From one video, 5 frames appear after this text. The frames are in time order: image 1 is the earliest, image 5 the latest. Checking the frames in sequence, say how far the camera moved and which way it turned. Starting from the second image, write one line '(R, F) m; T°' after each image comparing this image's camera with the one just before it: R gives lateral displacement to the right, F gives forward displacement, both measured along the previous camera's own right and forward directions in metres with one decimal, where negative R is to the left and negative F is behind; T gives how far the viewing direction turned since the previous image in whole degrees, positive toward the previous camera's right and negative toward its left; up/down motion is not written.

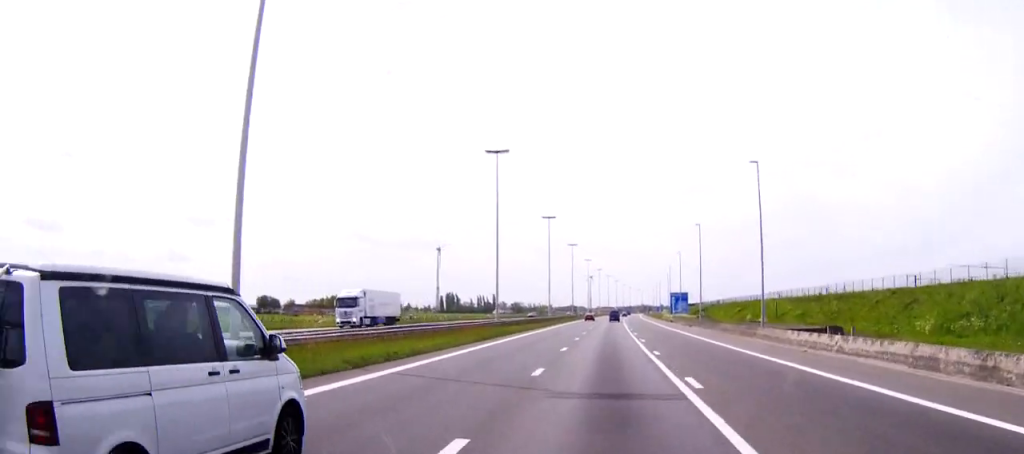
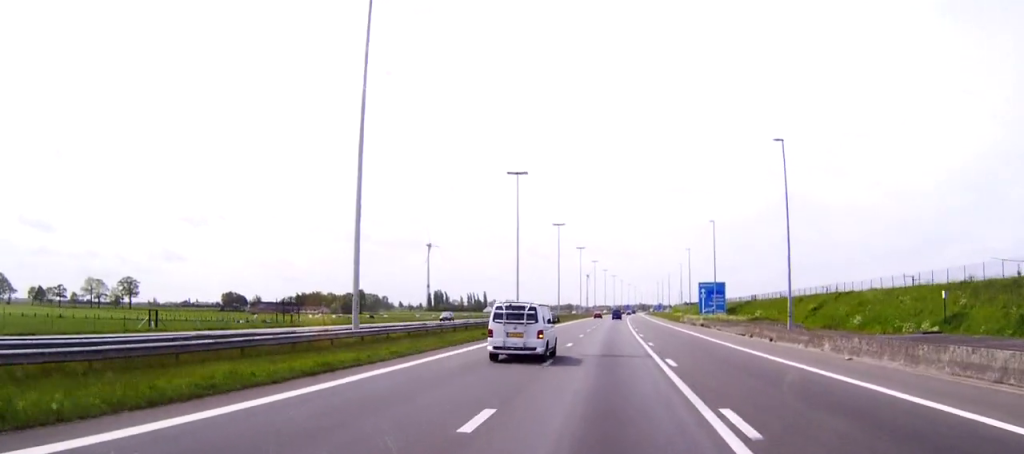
(+0.3, +47.5) m; 0°
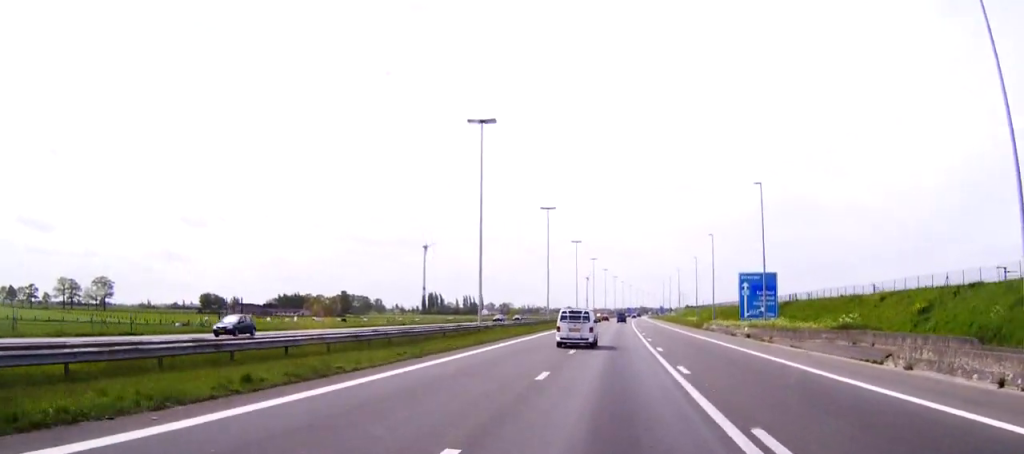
(0.0, +29.2) m; 0°
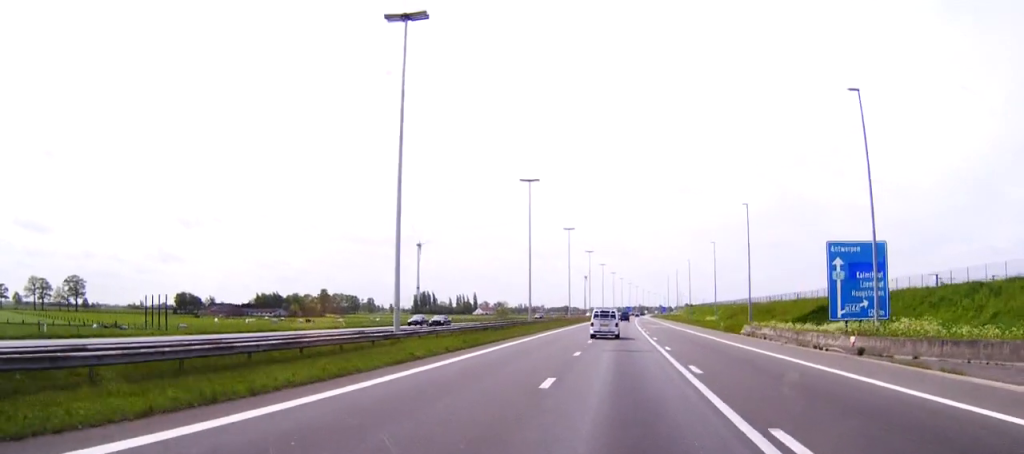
(0.0, +27.6) m; 0°
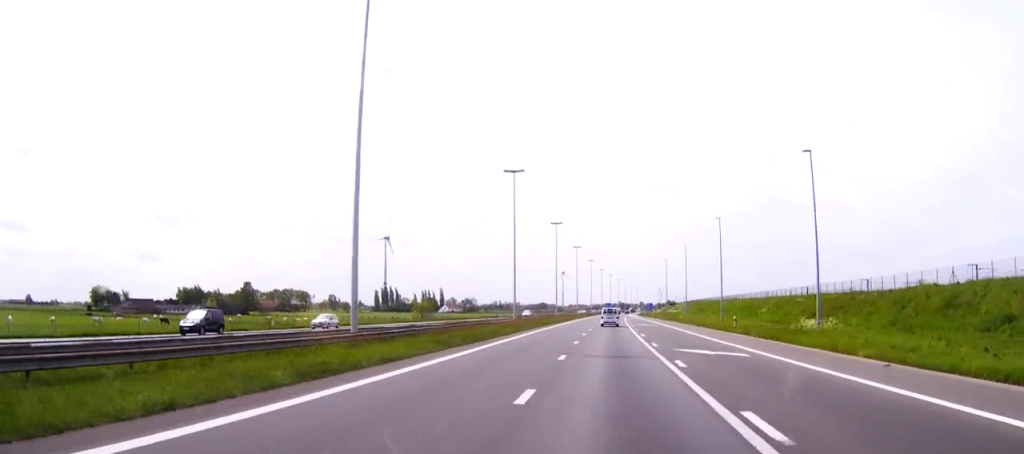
(+1.2, +65.6) m; +2°
